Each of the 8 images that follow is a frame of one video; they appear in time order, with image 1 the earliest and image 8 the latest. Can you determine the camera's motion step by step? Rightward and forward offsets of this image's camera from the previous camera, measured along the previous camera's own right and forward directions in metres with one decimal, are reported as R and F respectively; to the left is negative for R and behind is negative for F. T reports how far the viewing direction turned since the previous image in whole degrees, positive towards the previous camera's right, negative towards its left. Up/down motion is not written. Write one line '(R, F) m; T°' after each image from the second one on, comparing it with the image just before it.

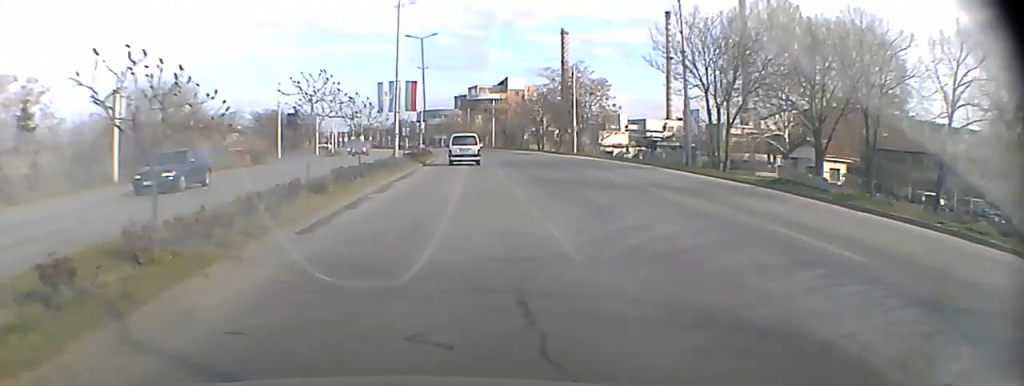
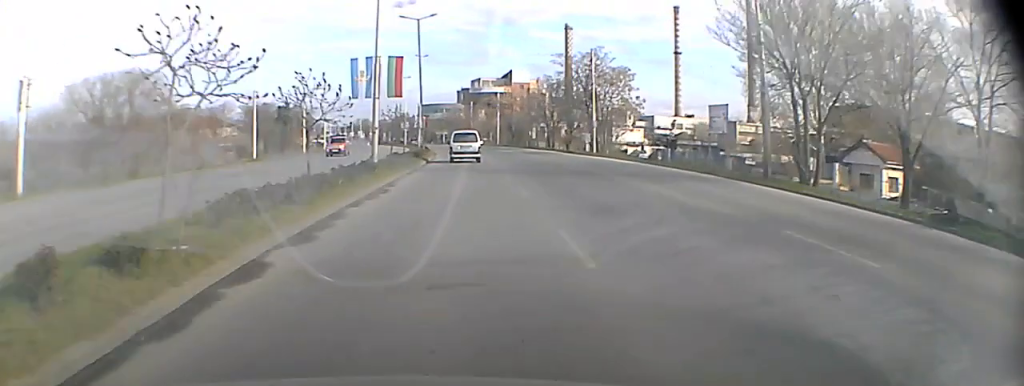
(0.0, +9.1) m; 0°
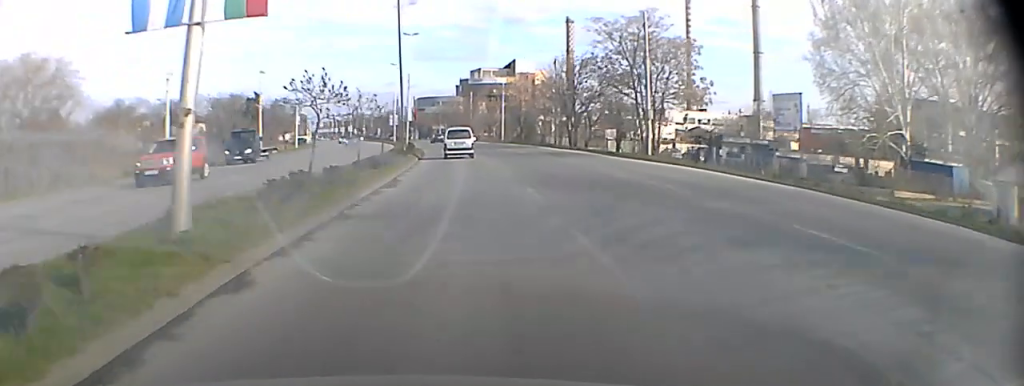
(-0.1, +18.3) m; 0°
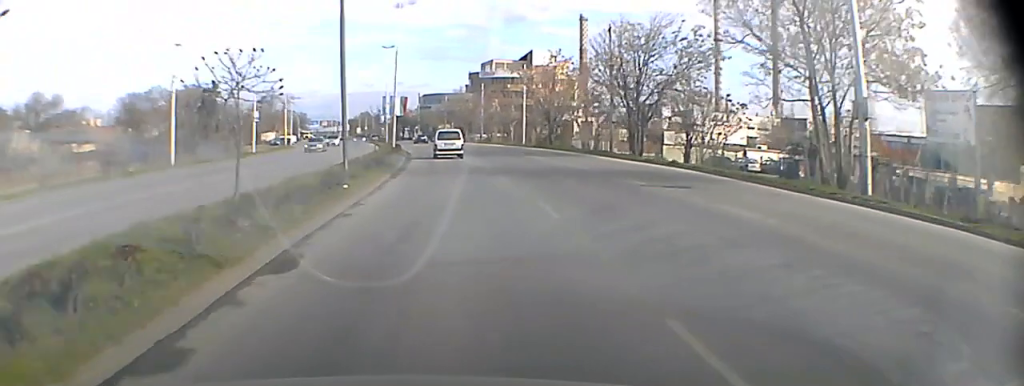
(-0.1, +23.1) m; -1°
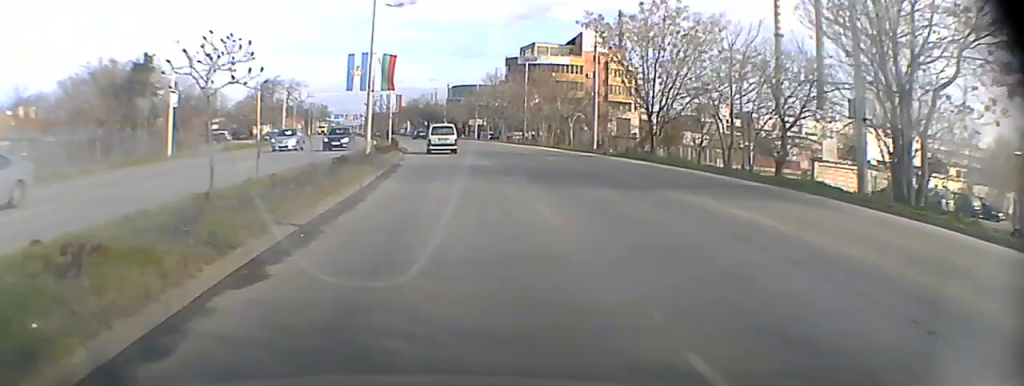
(-0.5, +27.8) m; -1°
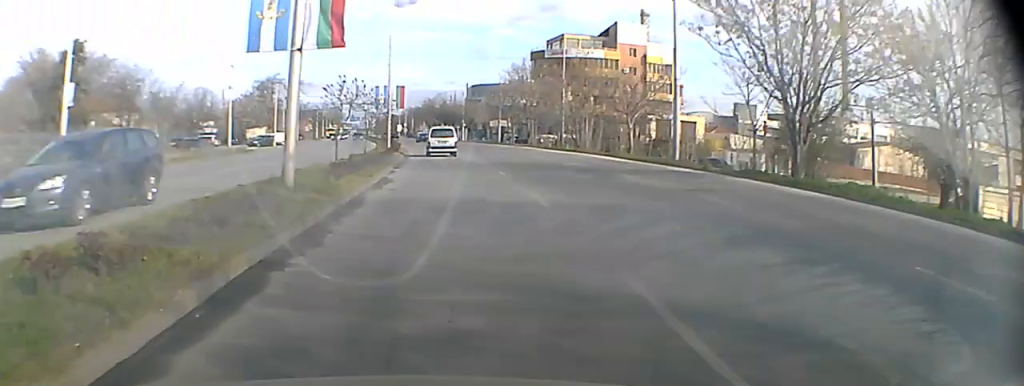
(0.0, +15.6) m; 0°
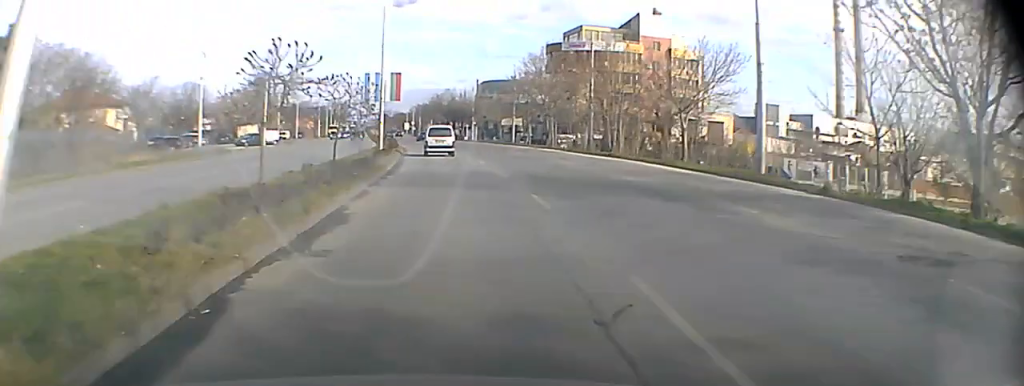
(0.0, +9.4) m; -1°
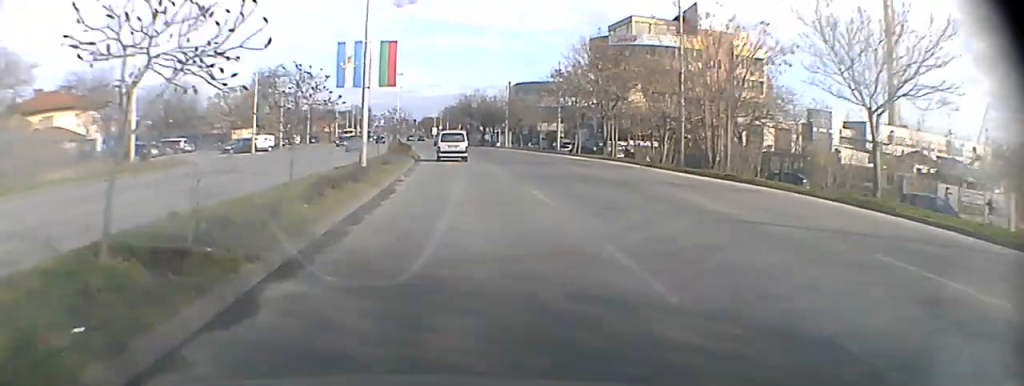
(-0.2, +14.1) m; -2°
